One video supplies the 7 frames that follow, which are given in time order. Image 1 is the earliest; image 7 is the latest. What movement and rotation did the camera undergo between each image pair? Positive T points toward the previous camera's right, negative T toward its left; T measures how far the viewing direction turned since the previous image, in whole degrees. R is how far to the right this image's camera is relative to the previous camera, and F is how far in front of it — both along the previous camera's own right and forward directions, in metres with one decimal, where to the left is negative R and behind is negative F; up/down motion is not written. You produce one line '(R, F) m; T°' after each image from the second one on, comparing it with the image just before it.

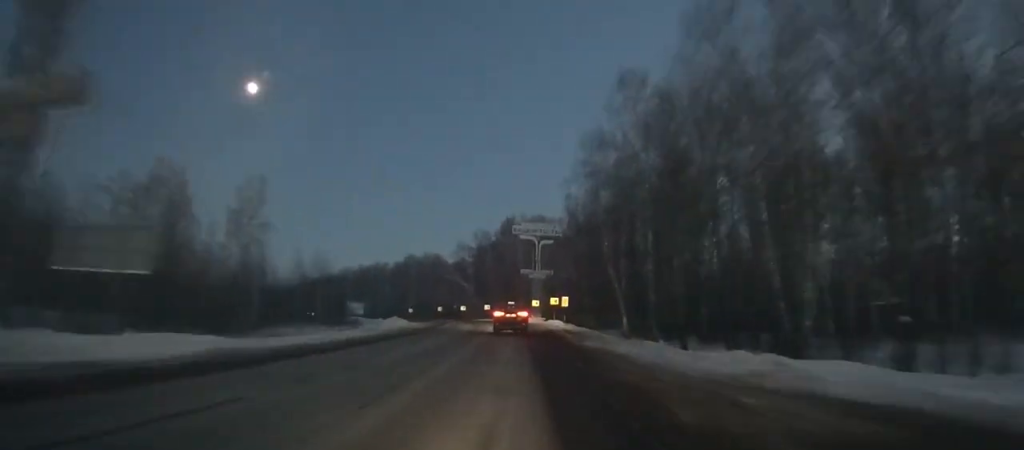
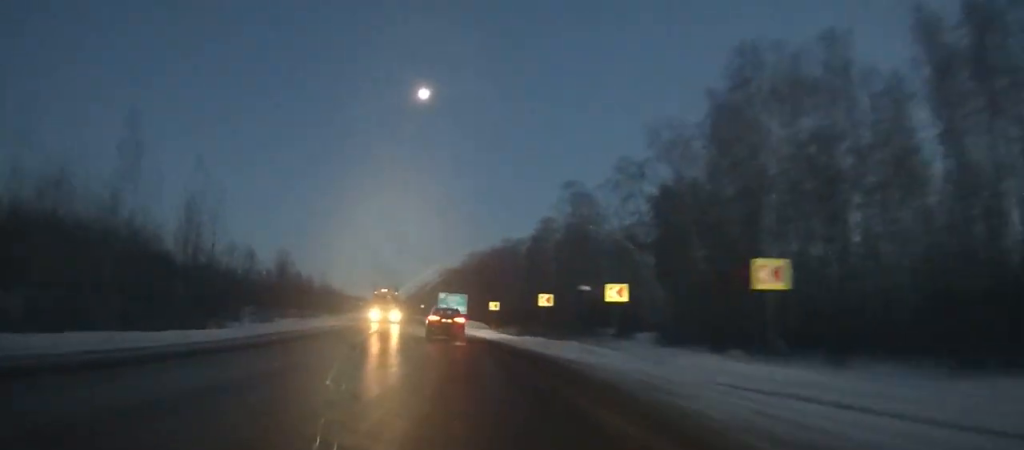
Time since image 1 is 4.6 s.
(-6.7, +86.5) m; -14°
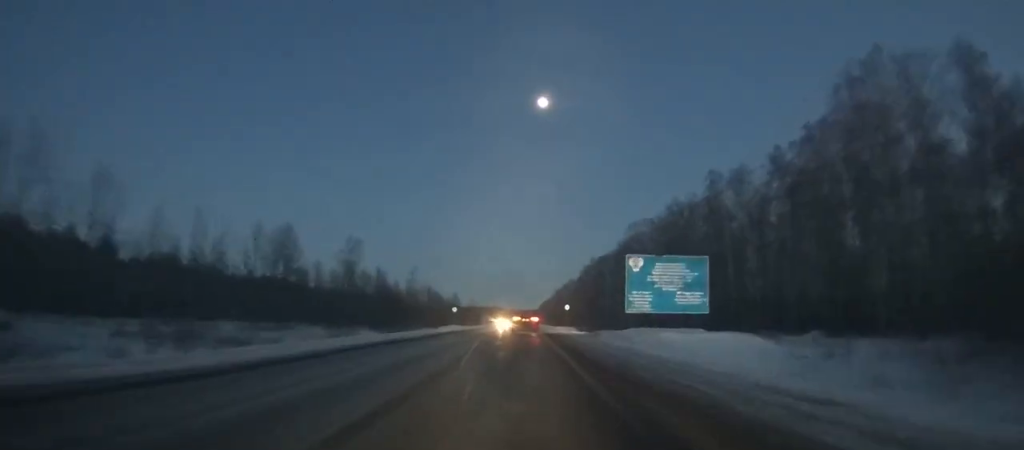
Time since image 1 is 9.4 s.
(-15.2, +85.7) m; -14°
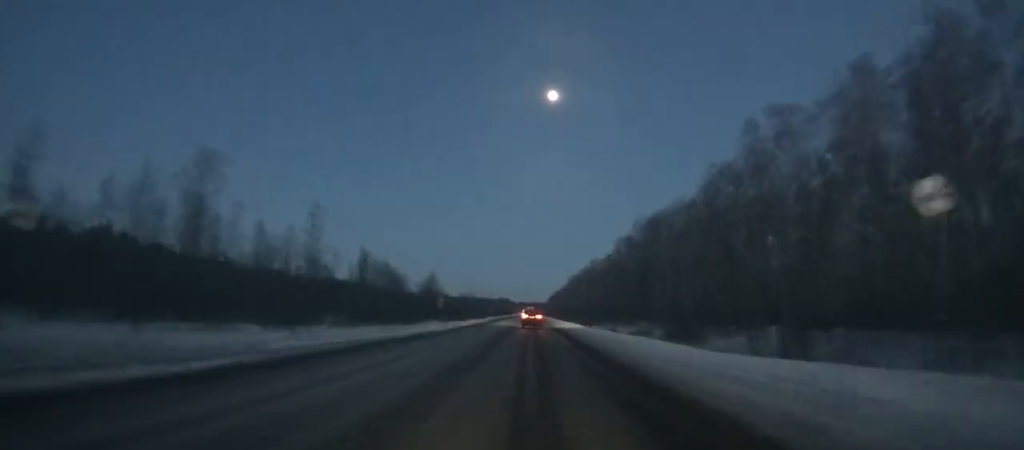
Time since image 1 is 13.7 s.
(-1.3, +82.1) m; -1°
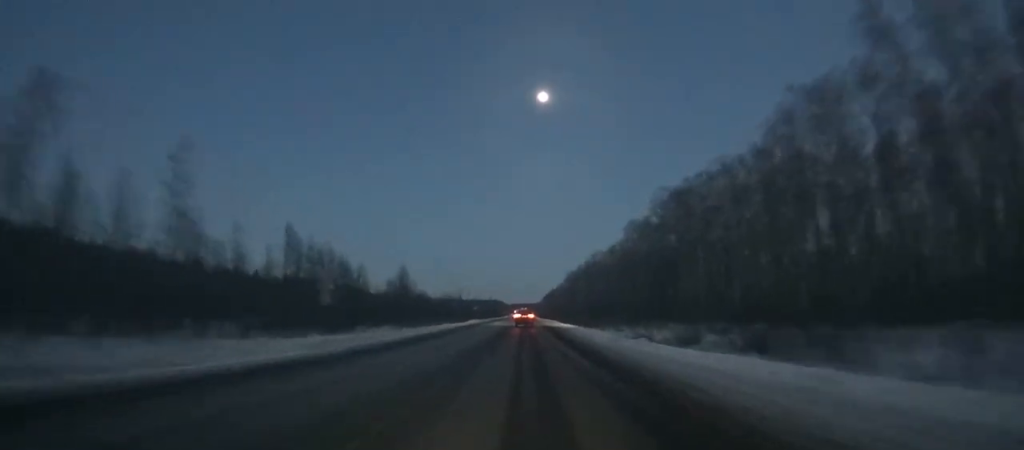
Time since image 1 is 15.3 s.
(0.0, +32.1) m; 0°
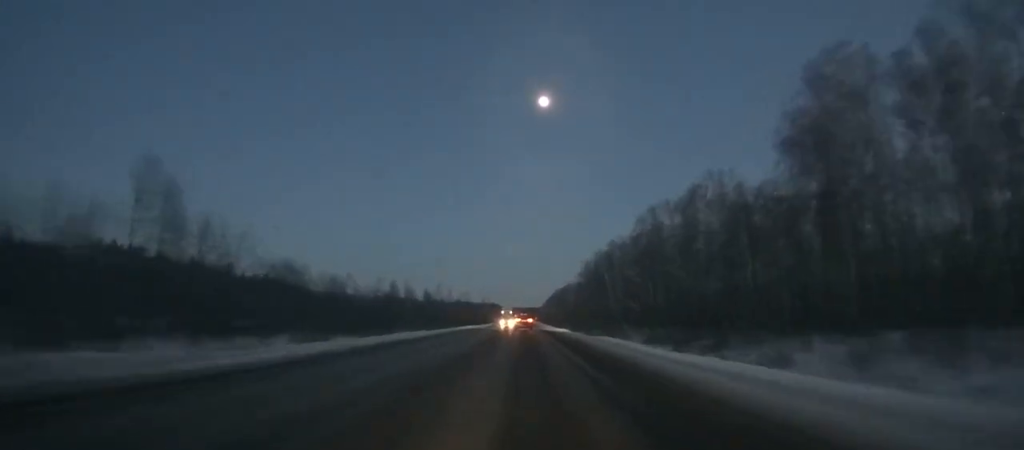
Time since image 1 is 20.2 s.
(-0.1, +105.0) m; 0°
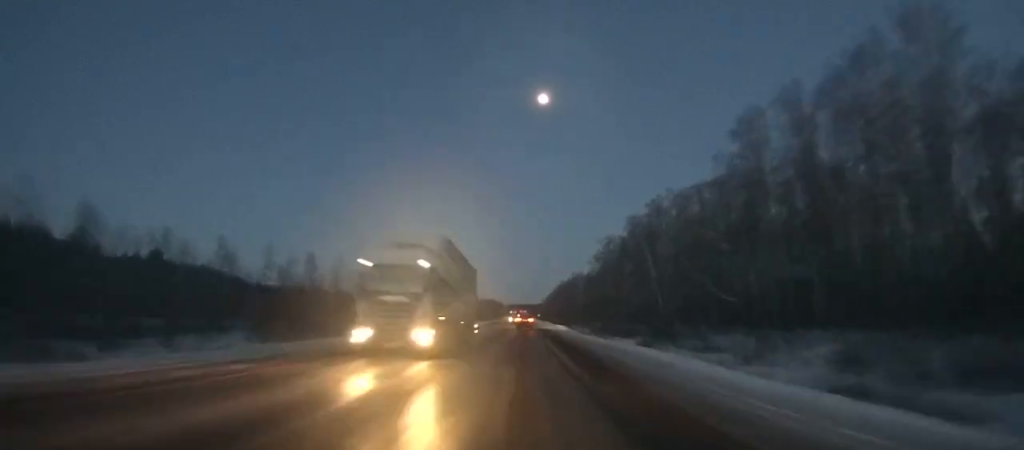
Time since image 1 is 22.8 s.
(0.0, +59.2) m; 0°
